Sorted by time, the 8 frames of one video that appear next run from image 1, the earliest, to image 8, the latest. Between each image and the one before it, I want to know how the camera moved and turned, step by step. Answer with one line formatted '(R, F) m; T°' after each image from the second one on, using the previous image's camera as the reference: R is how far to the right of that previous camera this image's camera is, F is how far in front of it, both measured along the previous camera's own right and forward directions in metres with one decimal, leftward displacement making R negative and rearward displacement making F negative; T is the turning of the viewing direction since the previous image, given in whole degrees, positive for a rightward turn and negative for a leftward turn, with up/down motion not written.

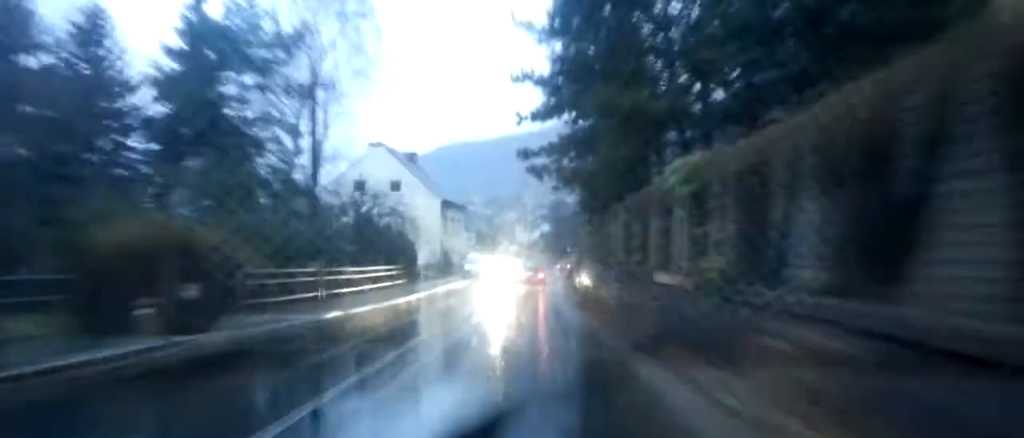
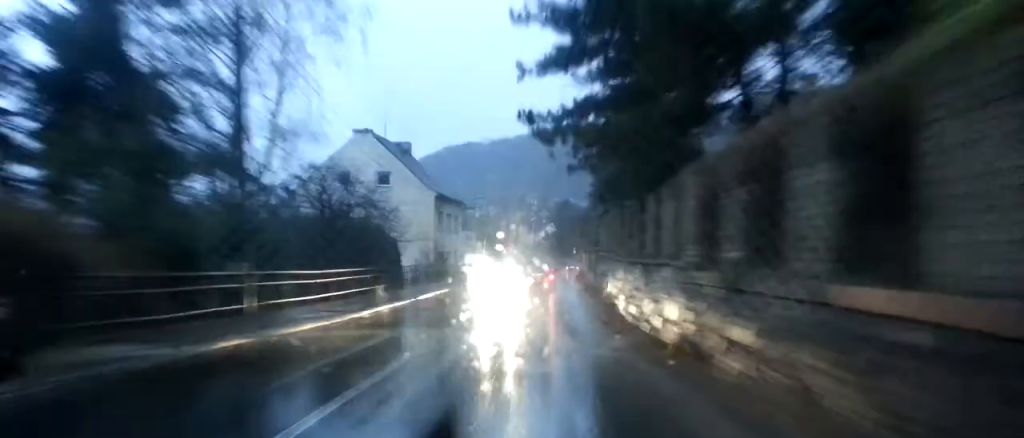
(0.0, +7.3) m; 0°
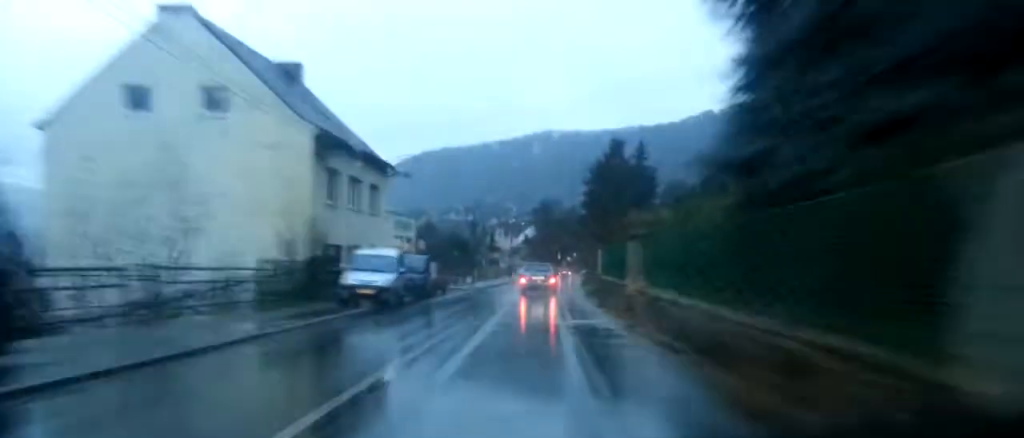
(-0.1, +29.3) m; 0°
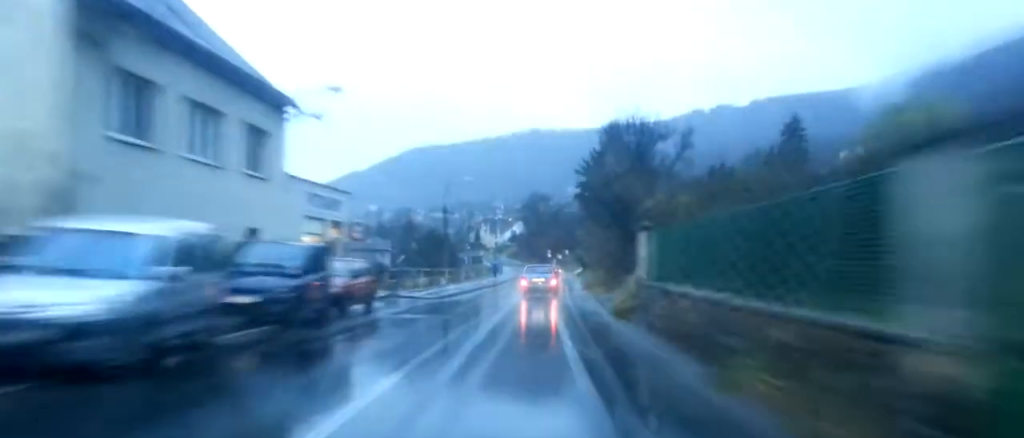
(+0.2, +15.3) m; +1°
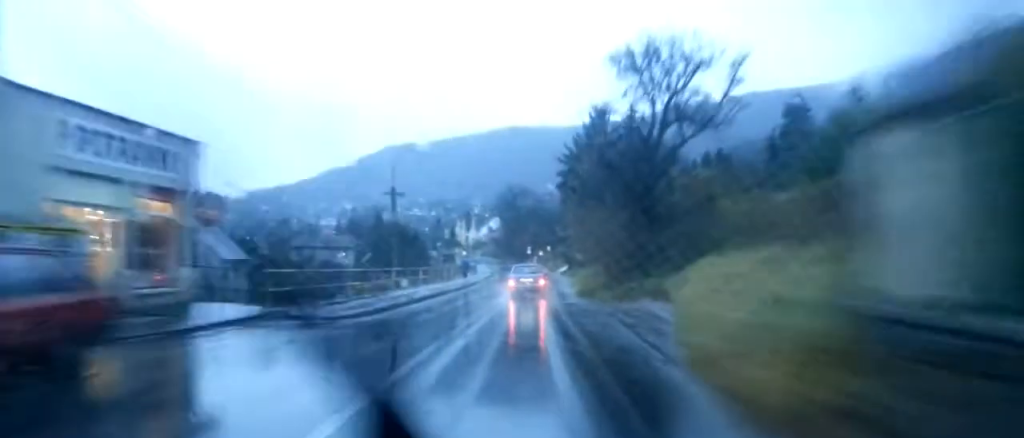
(0.0, +13.3) m; 0°
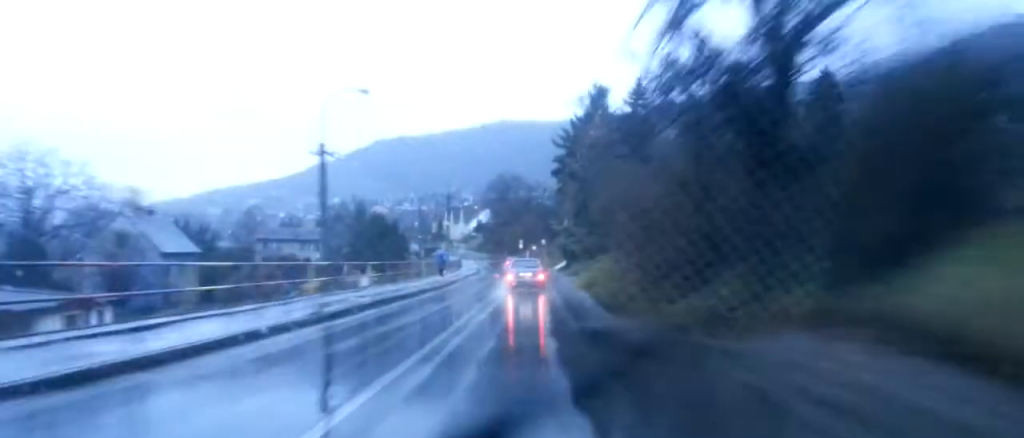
(0.0, +13.4) m; +1°
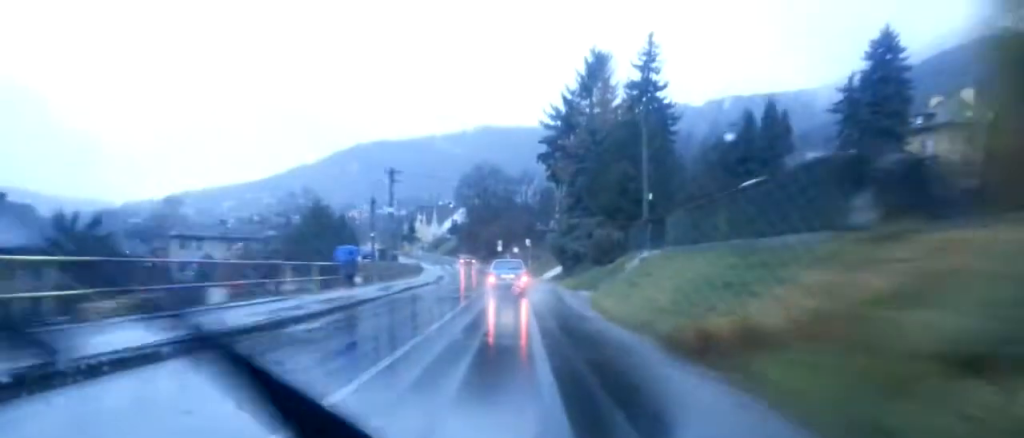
(+0.3, +22.7) m; +1°
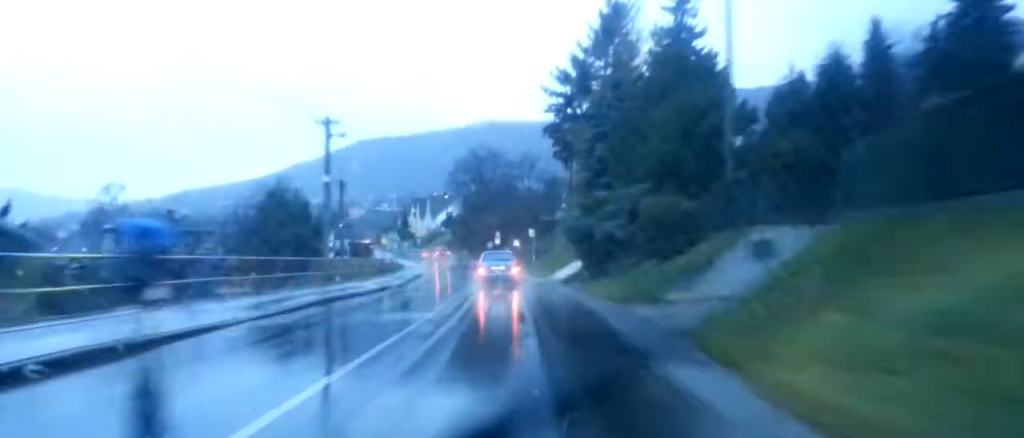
(+0.2, +16.6) m; +1°
